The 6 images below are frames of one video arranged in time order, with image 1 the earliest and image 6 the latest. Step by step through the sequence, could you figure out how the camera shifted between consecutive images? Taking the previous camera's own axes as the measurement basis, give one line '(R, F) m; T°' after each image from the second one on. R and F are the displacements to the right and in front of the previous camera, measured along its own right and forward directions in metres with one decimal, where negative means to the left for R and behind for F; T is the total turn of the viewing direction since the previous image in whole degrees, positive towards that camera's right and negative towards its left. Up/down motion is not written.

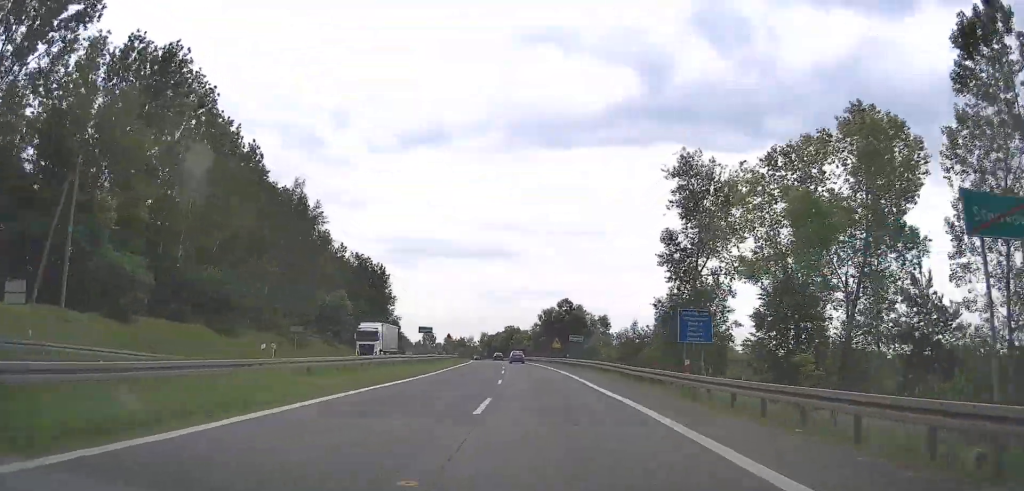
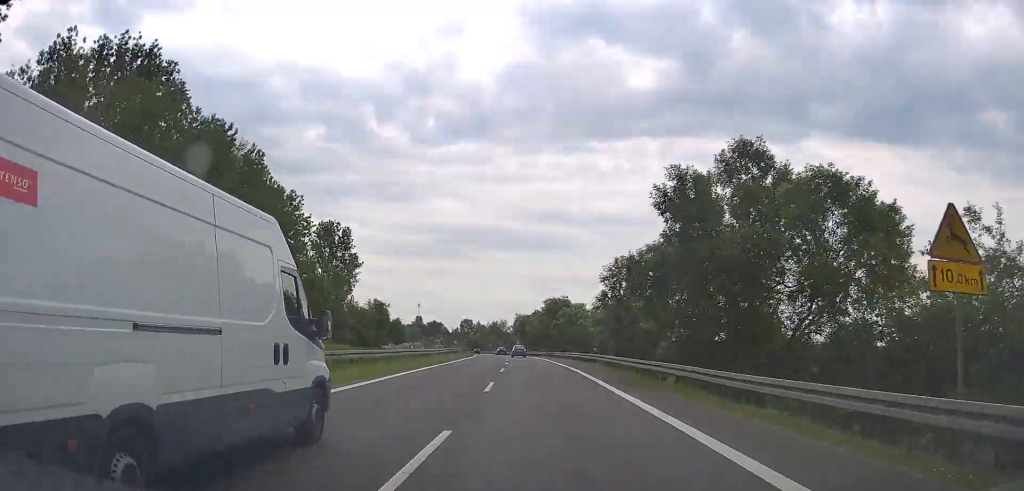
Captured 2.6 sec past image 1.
(-3.0, +66.6) m; -4°
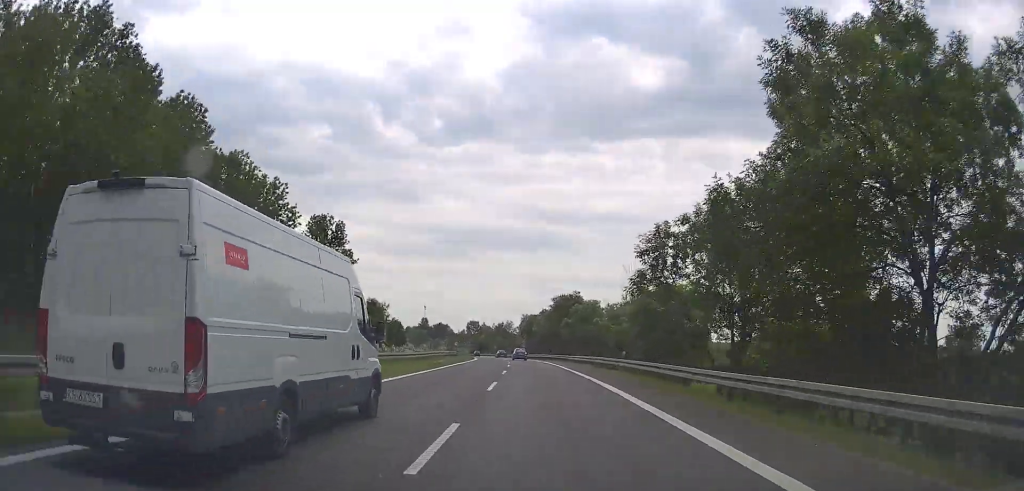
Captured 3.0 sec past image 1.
(+0.1, +11.0) m; 0°
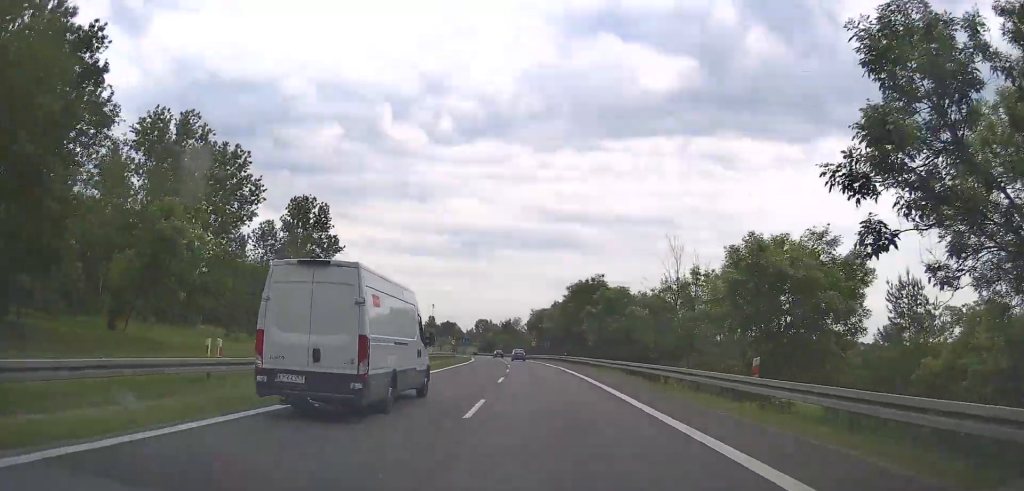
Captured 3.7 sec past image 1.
(-0.1, +18.2) m; -1°
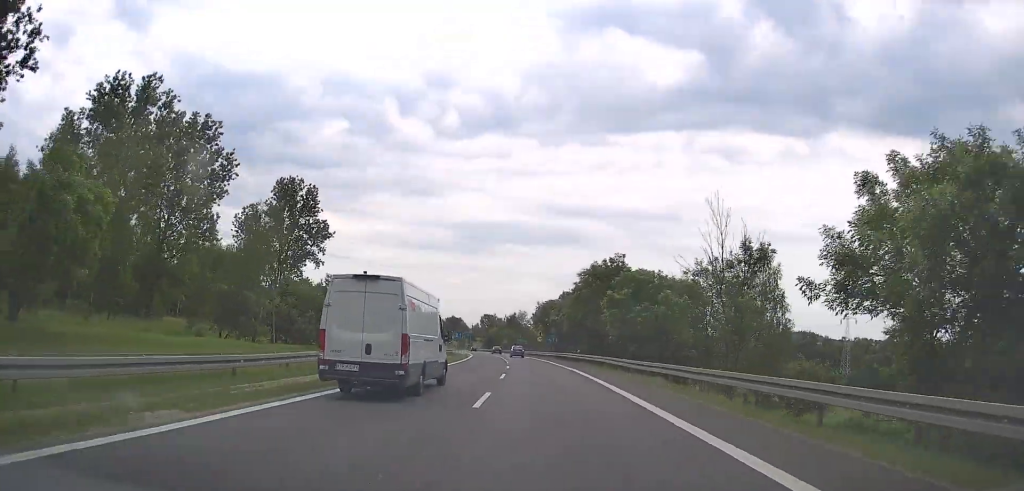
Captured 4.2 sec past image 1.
(-0.1, +10.6) m; -1°
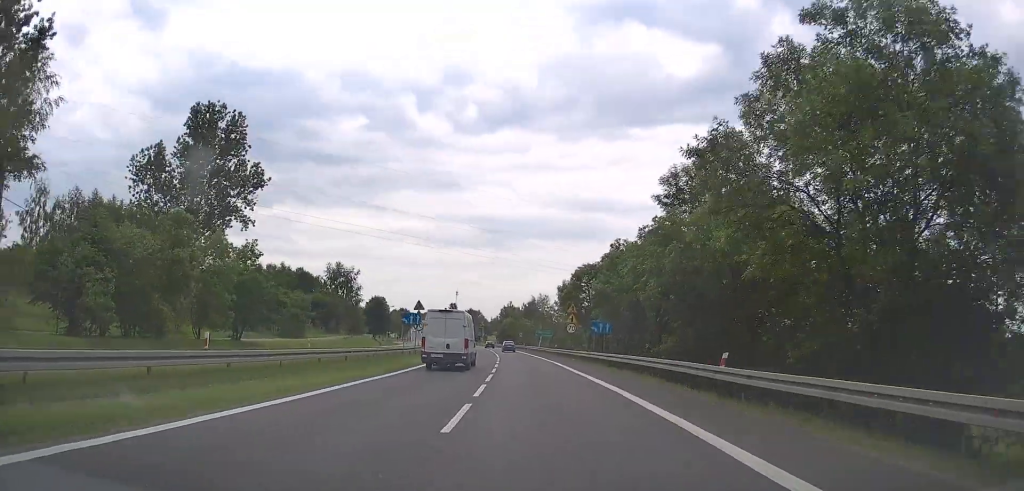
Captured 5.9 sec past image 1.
(-0.5, +39.0) m; -2°
